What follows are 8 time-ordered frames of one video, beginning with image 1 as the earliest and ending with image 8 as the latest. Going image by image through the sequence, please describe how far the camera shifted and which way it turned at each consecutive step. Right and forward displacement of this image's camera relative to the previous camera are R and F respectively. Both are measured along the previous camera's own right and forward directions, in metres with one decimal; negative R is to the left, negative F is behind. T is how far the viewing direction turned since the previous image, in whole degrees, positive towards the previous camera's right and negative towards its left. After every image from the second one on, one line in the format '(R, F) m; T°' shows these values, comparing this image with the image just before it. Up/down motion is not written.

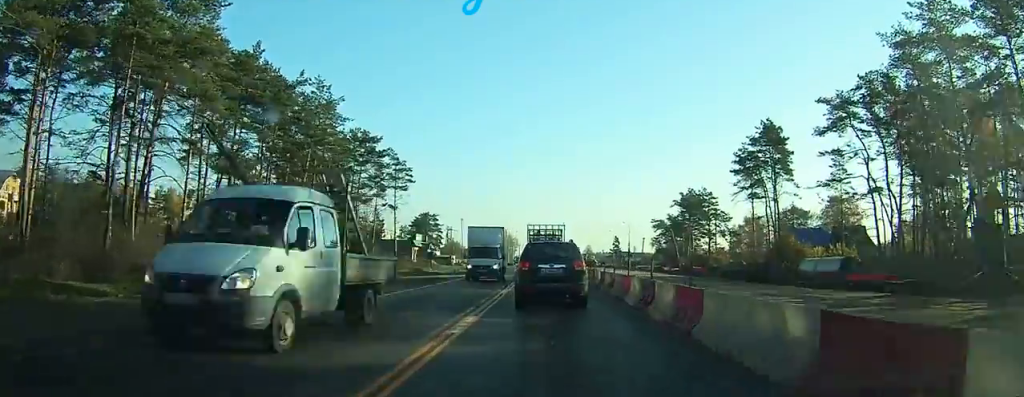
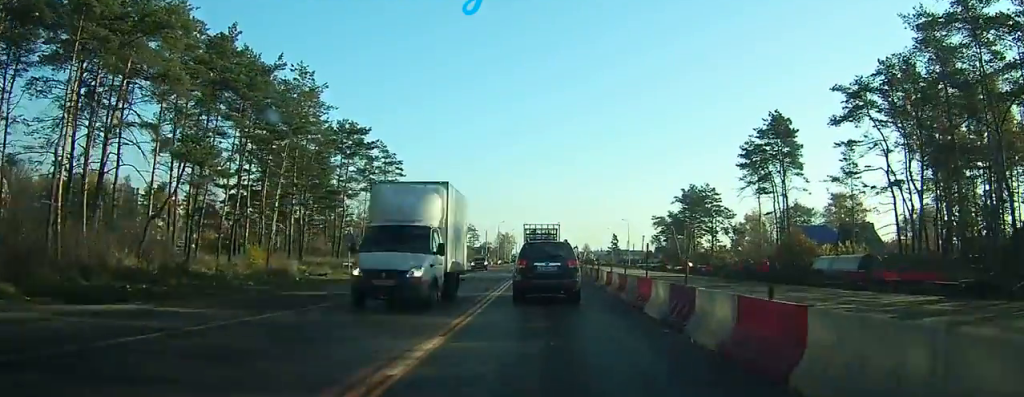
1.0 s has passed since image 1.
(-0.1, +3.9) m; 0°
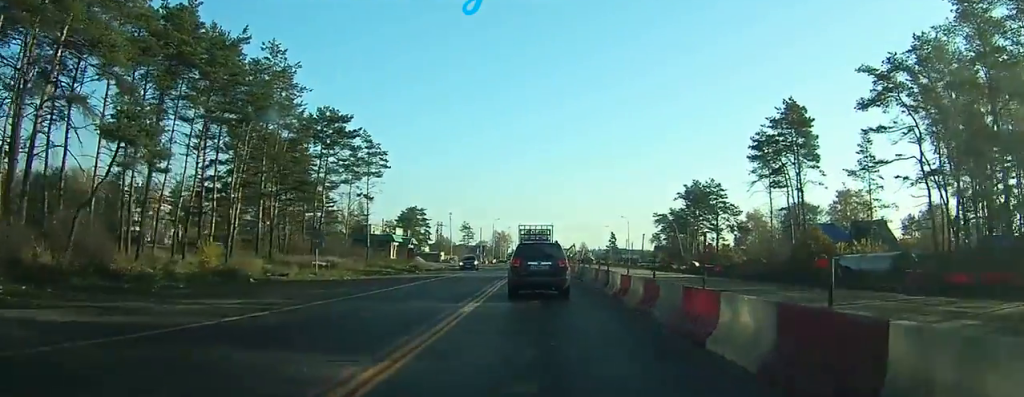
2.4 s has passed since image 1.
(-0.1, +5.6) m; 0°
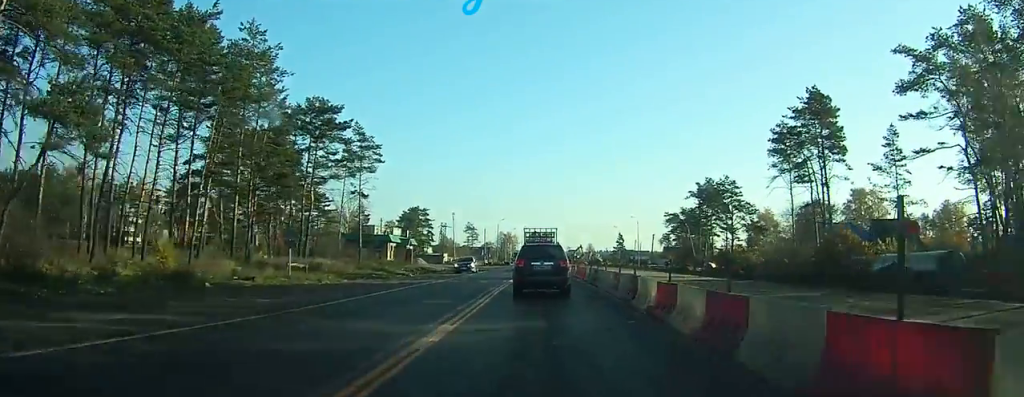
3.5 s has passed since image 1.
(0.0, +5.0) m; 0°
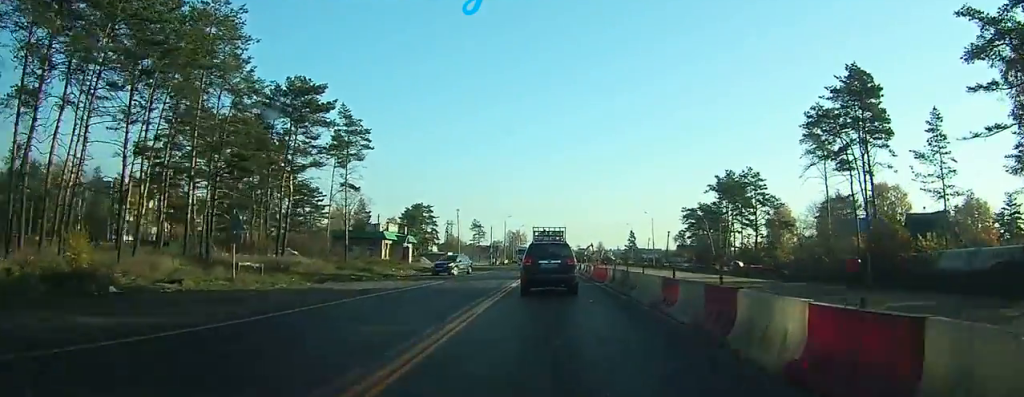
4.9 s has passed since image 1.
(0.0, +6.2) m; 0°
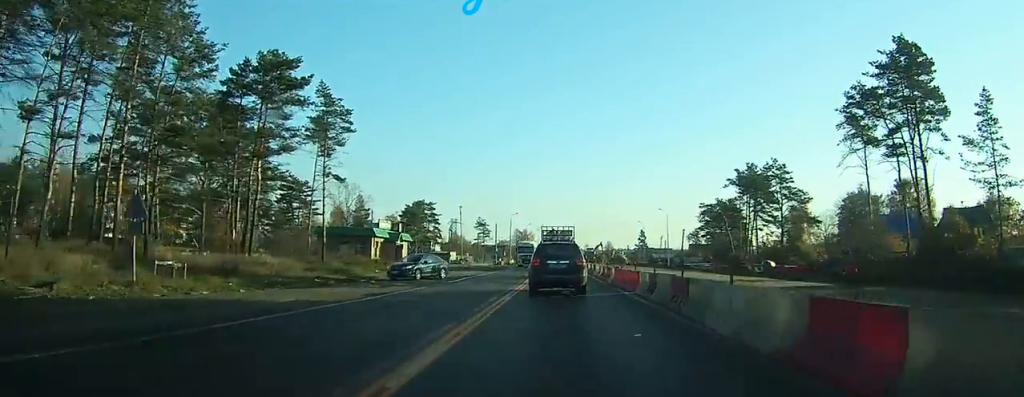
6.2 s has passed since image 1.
(0.0, +6.5) m; -1°
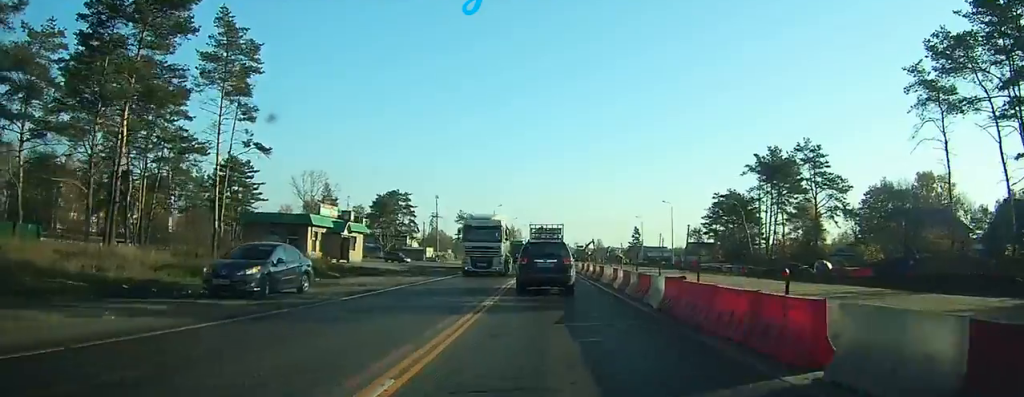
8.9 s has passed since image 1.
(-0.3, +14.3) m; -1°
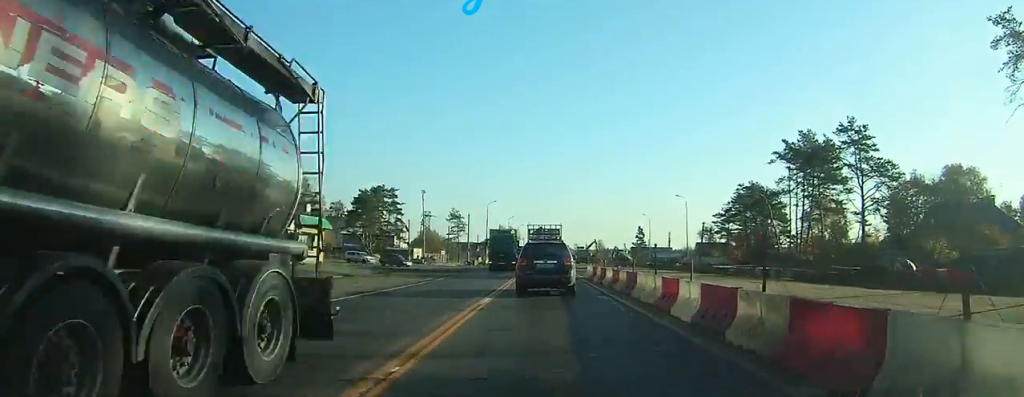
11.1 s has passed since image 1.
(0.0, +11.7) m; +1°
